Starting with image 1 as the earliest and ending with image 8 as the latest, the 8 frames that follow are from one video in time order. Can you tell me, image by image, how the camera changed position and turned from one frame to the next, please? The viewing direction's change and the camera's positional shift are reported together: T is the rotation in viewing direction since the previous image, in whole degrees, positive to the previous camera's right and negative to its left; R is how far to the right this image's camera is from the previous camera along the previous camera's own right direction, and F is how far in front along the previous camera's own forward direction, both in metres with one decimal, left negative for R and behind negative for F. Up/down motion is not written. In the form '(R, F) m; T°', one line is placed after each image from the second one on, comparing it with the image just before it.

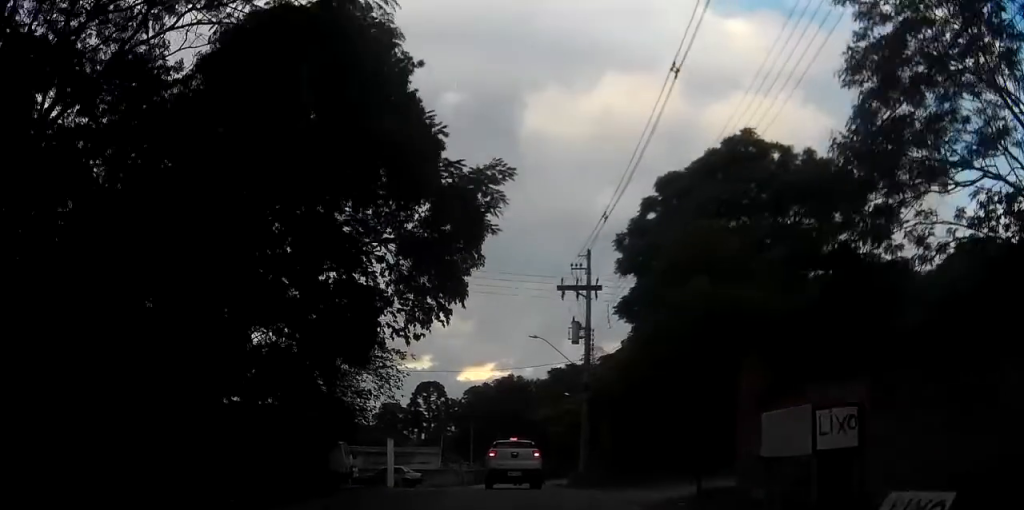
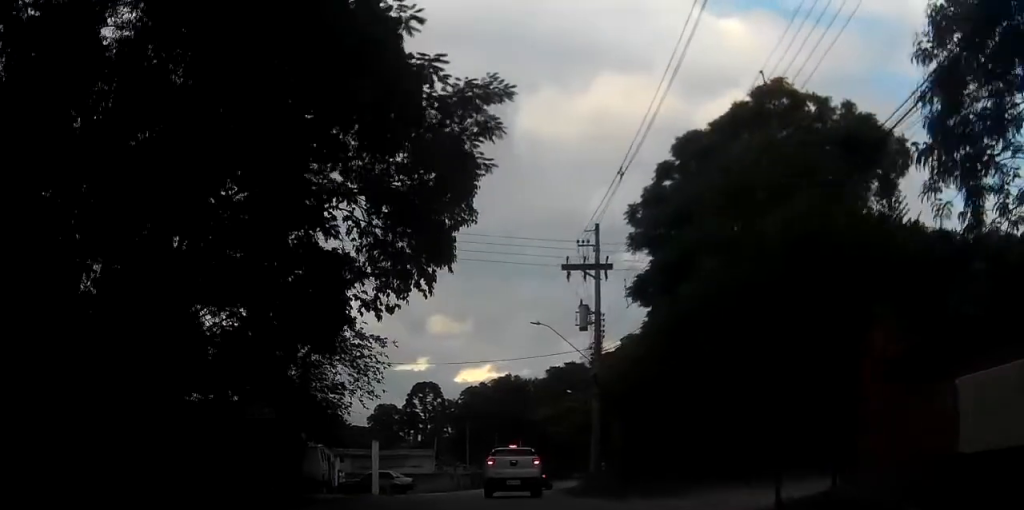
(0.0, +4.2) m; 0°
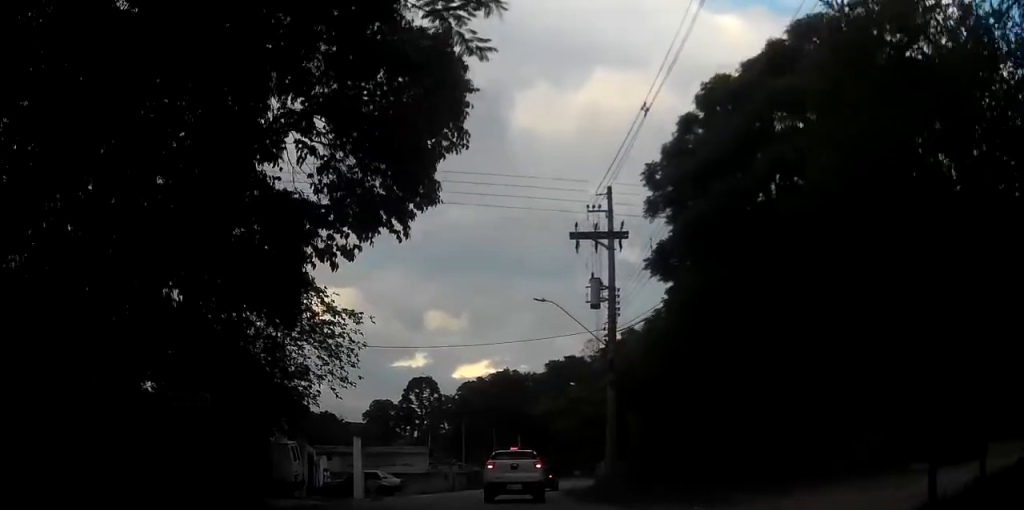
(0.0, +4.2) m; 0°
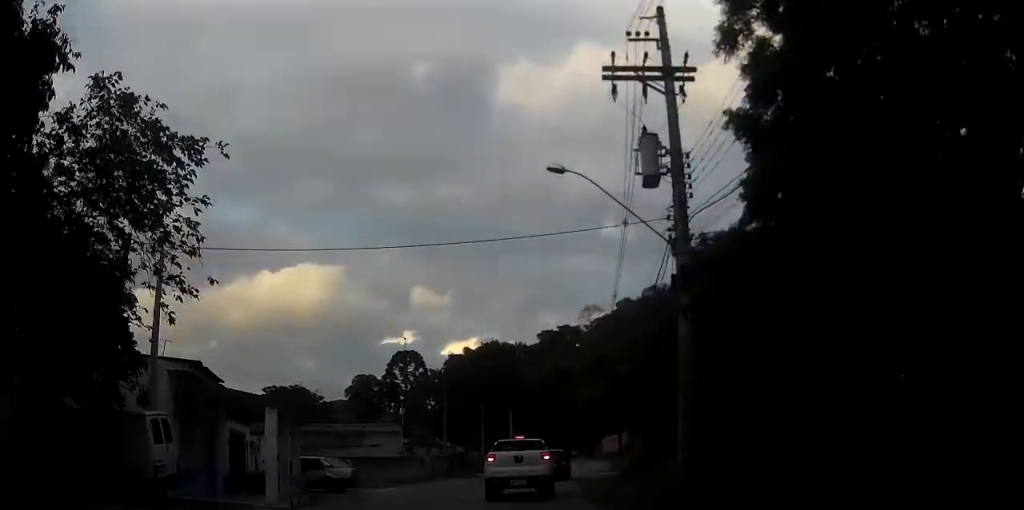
(+0.1, +11.2) m; 0°
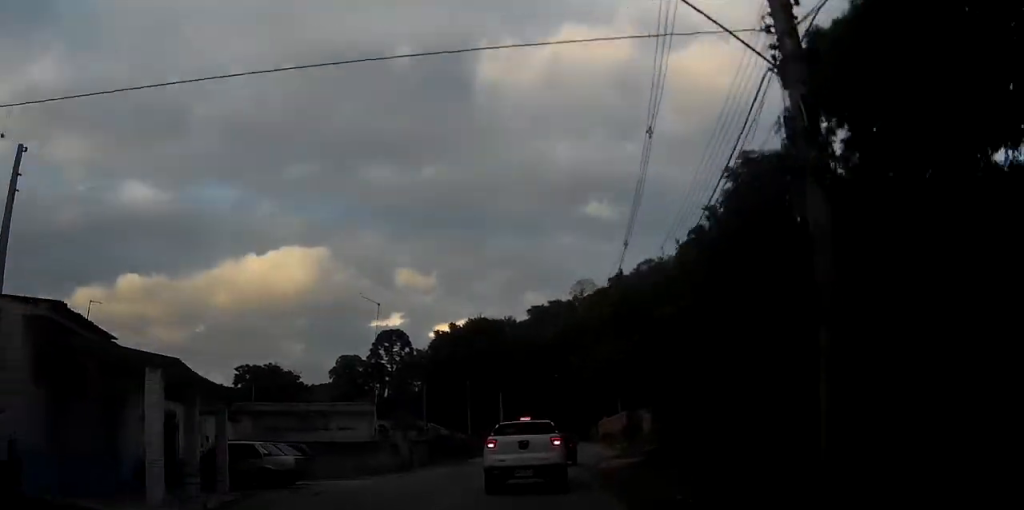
(-0.1, +6.9) m; +1°
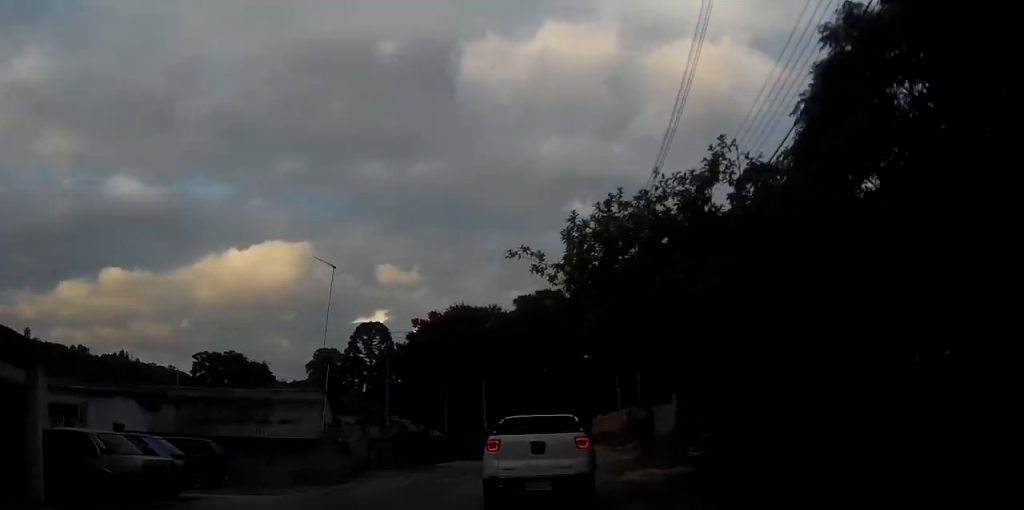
(+0.4, +8.8) m; +4°
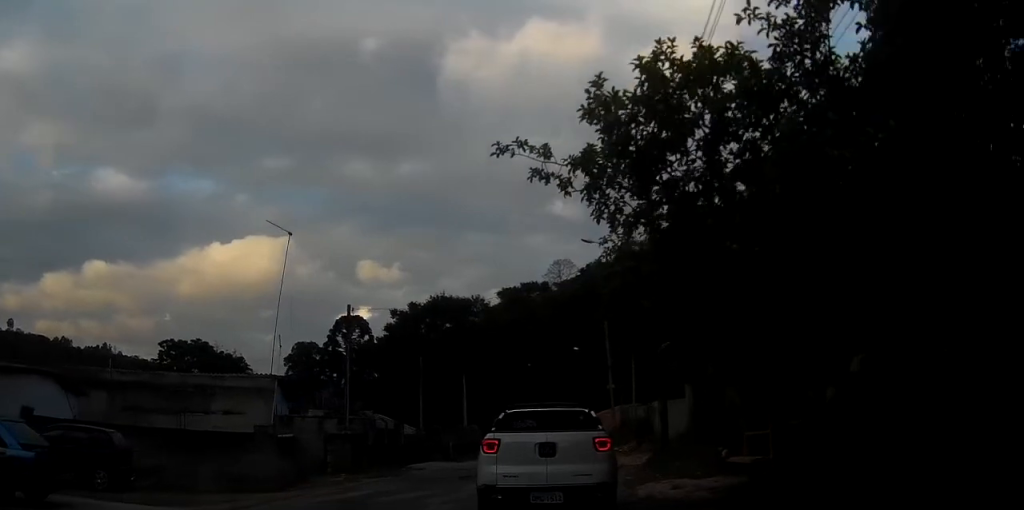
(+0.1, +5.4) m; +3°
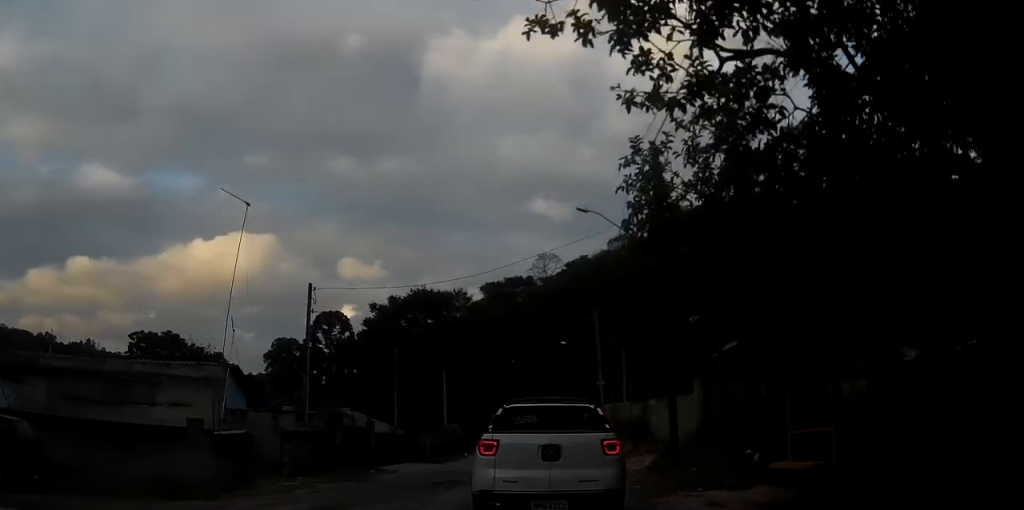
(+0.1, +4.0) m; +3°
